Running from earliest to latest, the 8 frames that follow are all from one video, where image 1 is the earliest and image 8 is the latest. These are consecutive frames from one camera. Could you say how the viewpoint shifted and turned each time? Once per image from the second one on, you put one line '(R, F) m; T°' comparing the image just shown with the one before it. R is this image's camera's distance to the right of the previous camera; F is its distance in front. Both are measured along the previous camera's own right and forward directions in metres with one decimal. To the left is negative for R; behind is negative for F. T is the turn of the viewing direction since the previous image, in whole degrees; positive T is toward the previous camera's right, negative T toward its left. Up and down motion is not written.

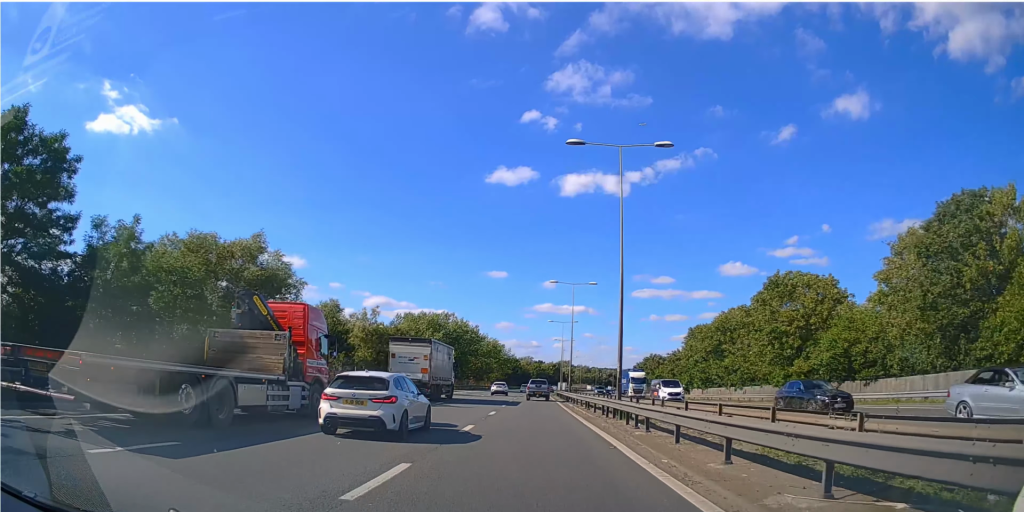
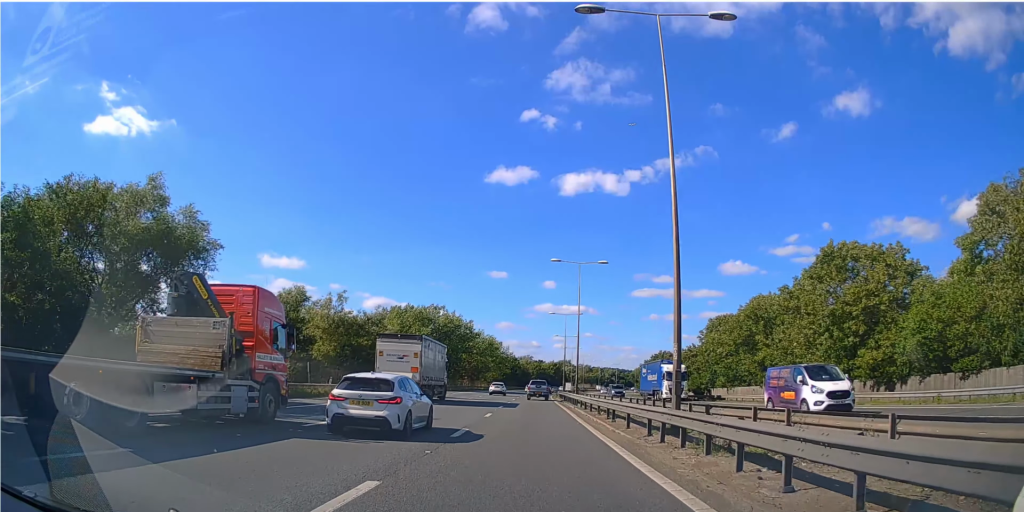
(-0.1, +10.7) m; 0°
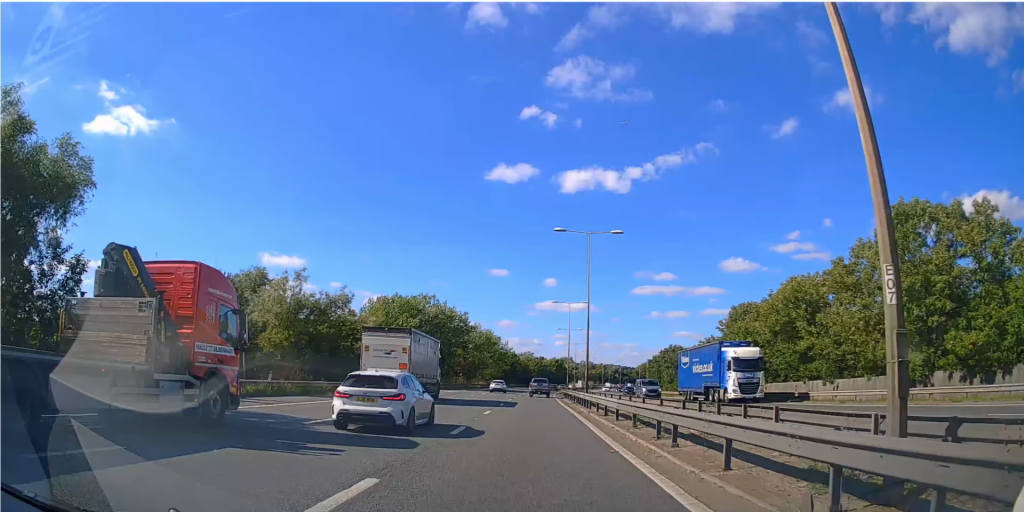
(0.0, +10.0) m; 0°
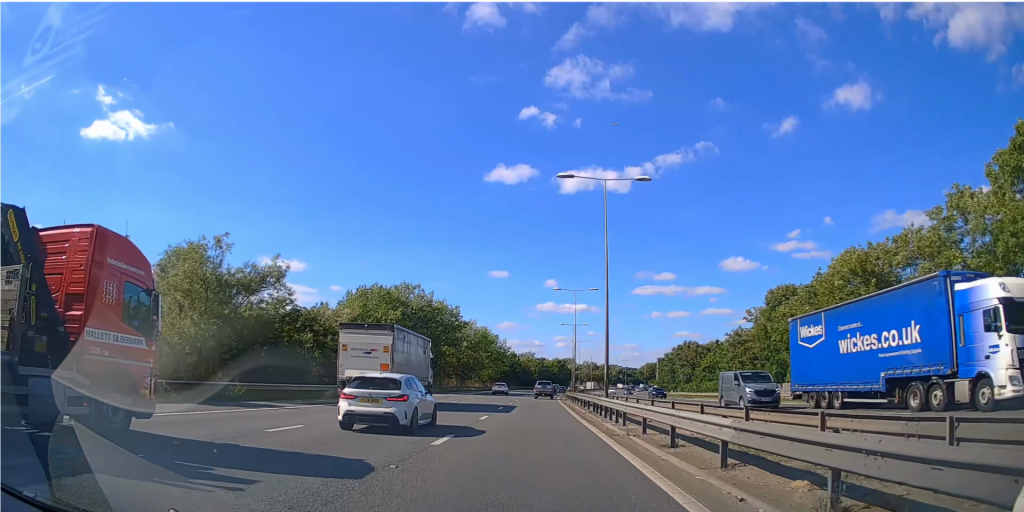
(0.0, +12.2) m; 0°
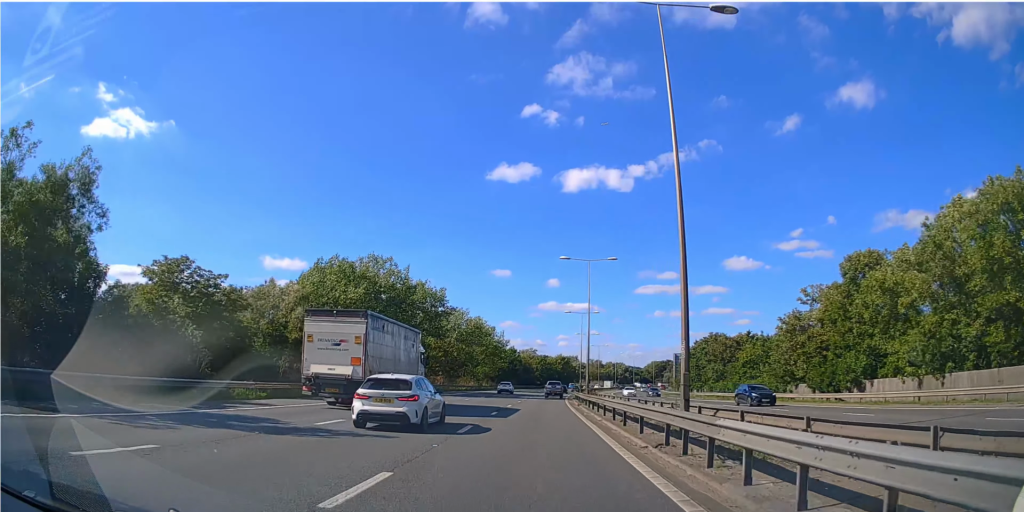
(0.0, +17.1) m; 0°
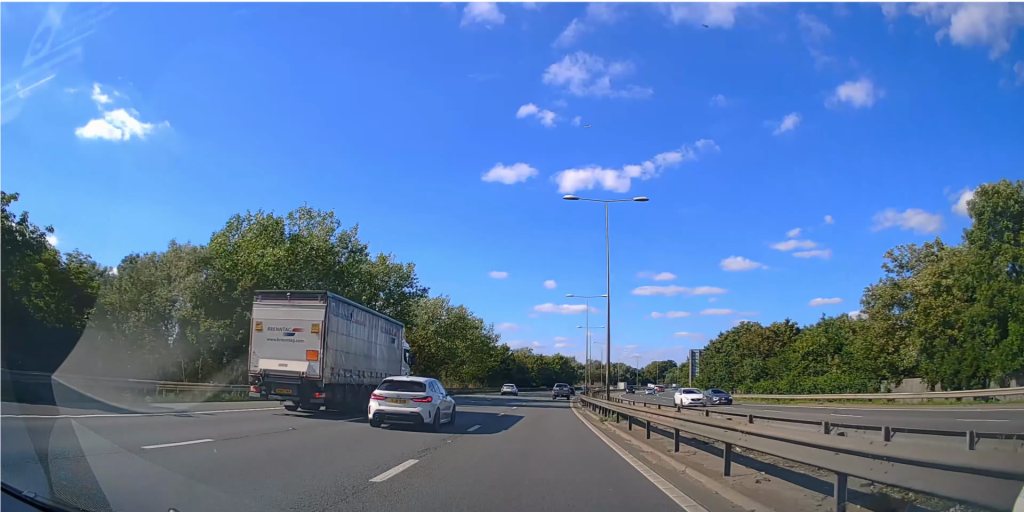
(0.0, +16.3) m; 0°
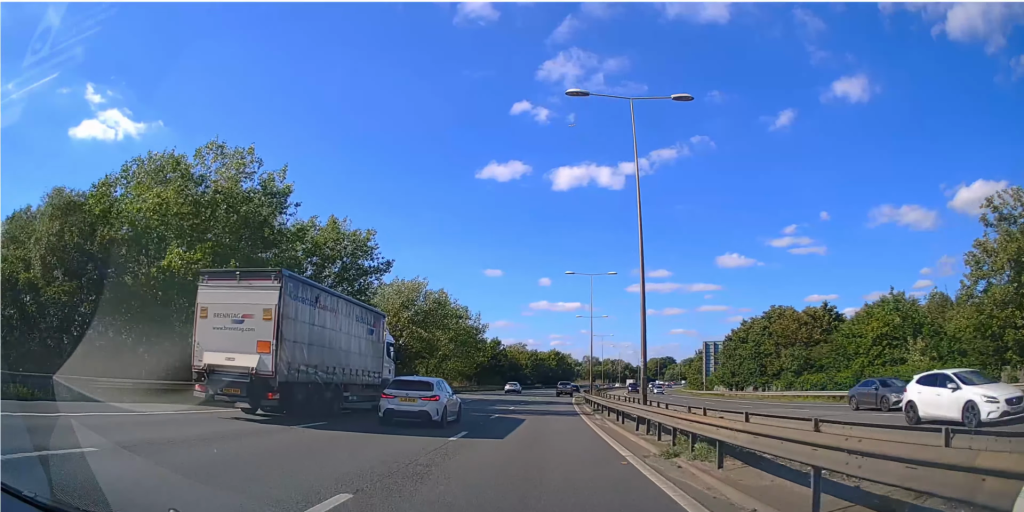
(0.0, +12.9) m; 0°
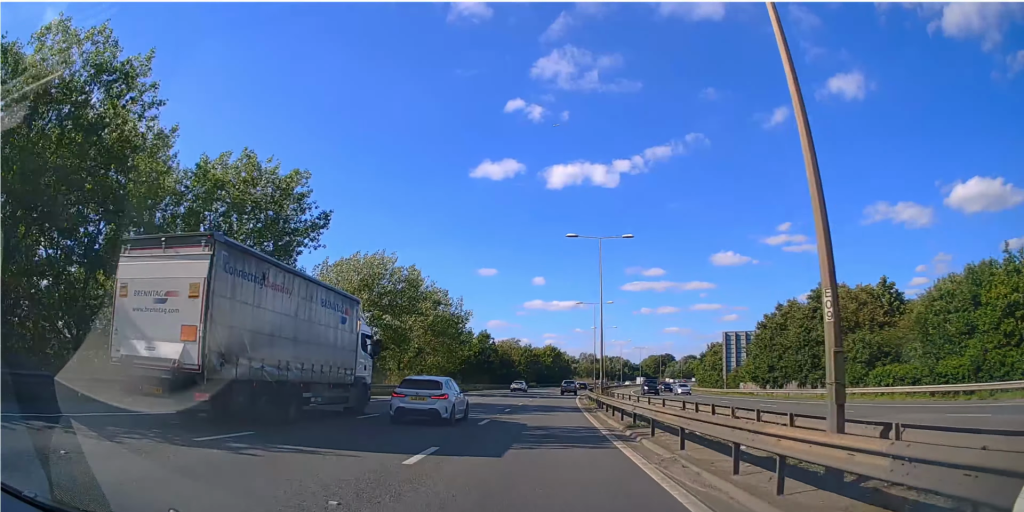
(0.0, +15.3) m; +1°
